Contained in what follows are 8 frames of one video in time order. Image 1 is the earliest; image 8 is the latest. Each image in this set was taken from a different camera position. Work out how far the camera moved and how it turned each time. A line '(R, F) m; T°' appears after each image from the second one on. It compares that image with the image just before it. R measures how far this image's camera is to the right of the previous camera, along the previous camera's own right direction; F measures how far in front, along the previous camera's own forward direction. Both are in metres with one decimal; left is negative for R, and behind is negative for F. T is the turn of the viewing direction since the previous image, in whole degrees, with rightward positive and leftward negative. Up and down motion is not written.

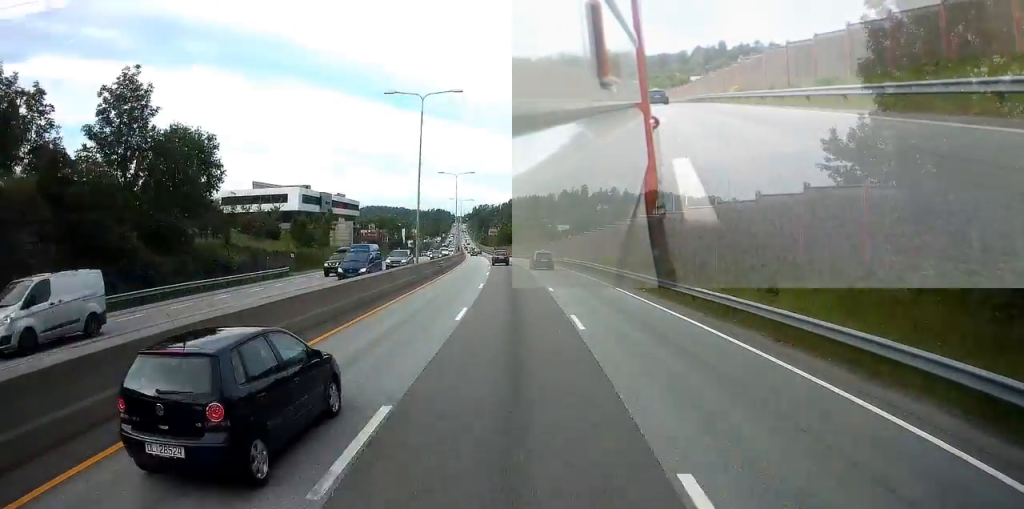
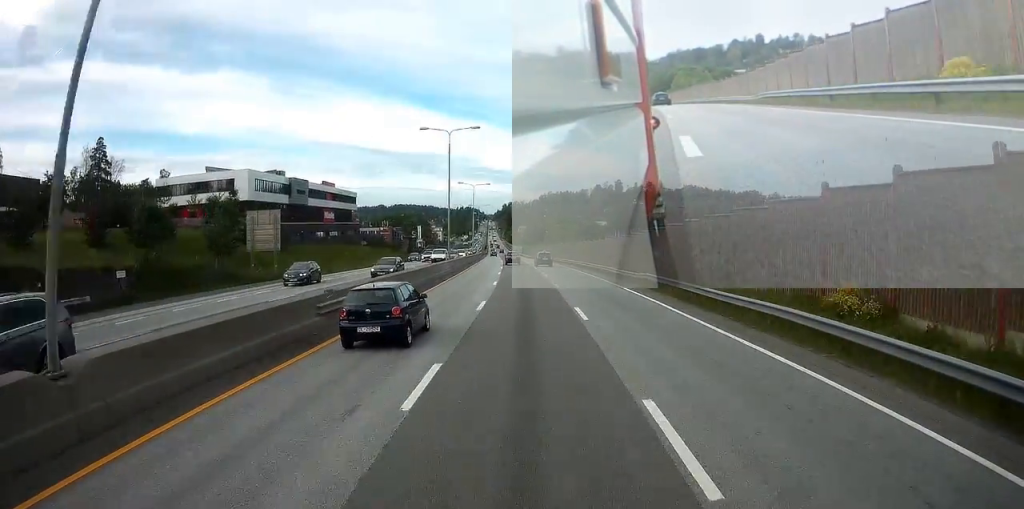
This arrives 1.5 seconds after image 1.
(-1.0, +33.2) m; -3°
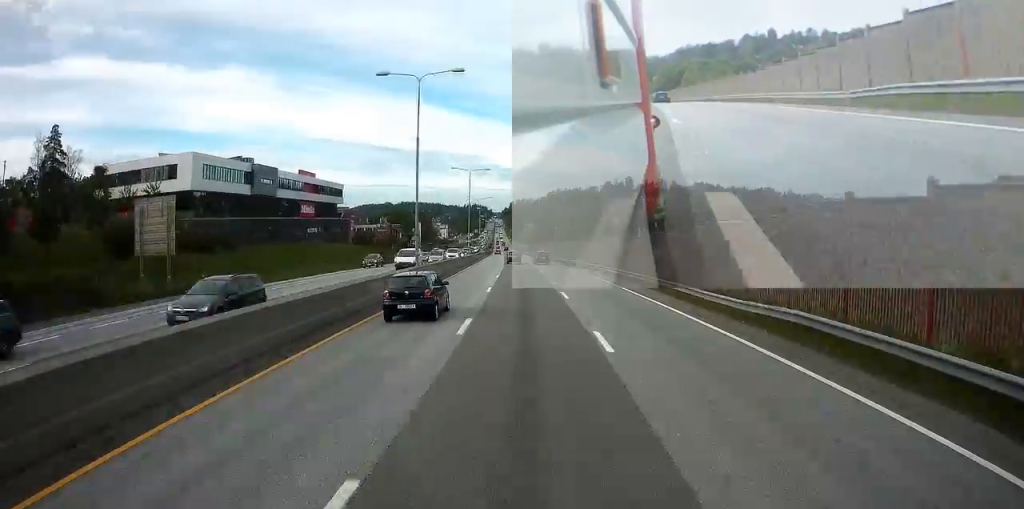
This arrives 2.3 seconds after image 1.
(-0.2, +17.3) m; -1°
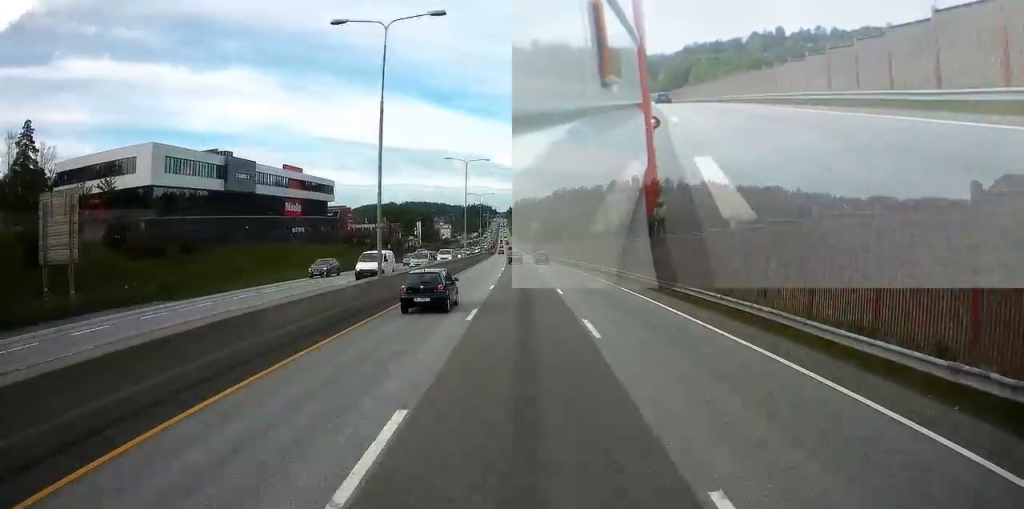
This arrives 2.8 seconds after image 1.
(-0.2, +9.4) m; 0°
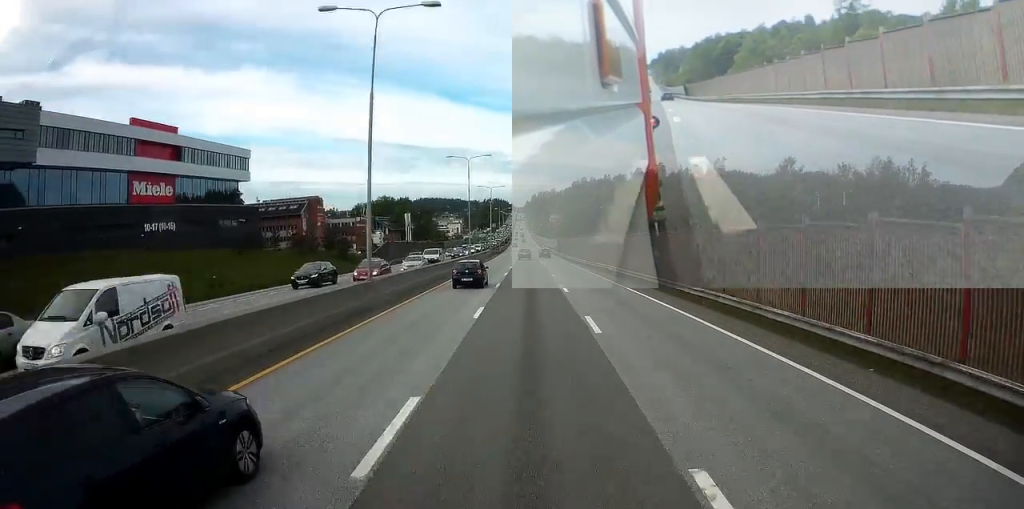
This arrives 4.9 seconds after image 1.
(-0.5, +46.7) m; -1°
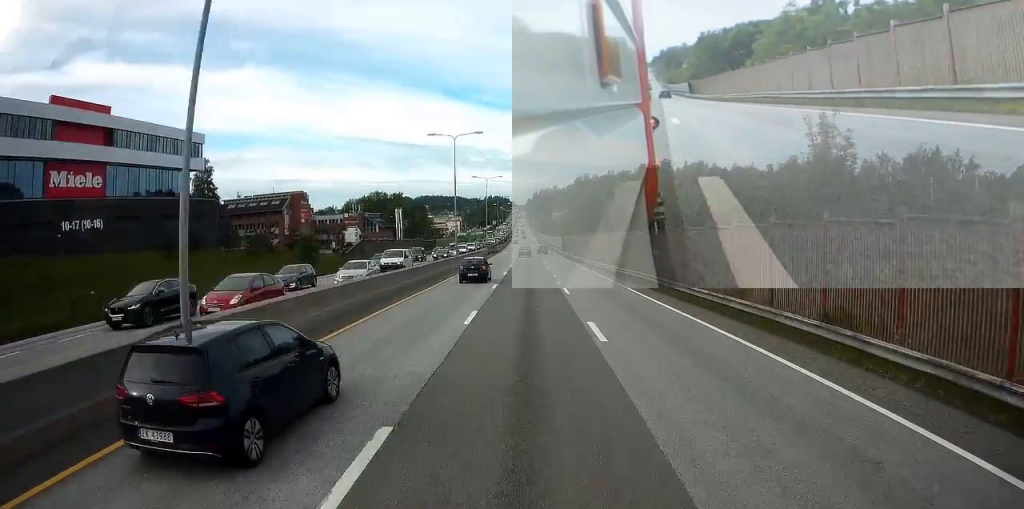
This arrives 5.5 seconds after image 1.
(0.0, +12.7) m; 0°
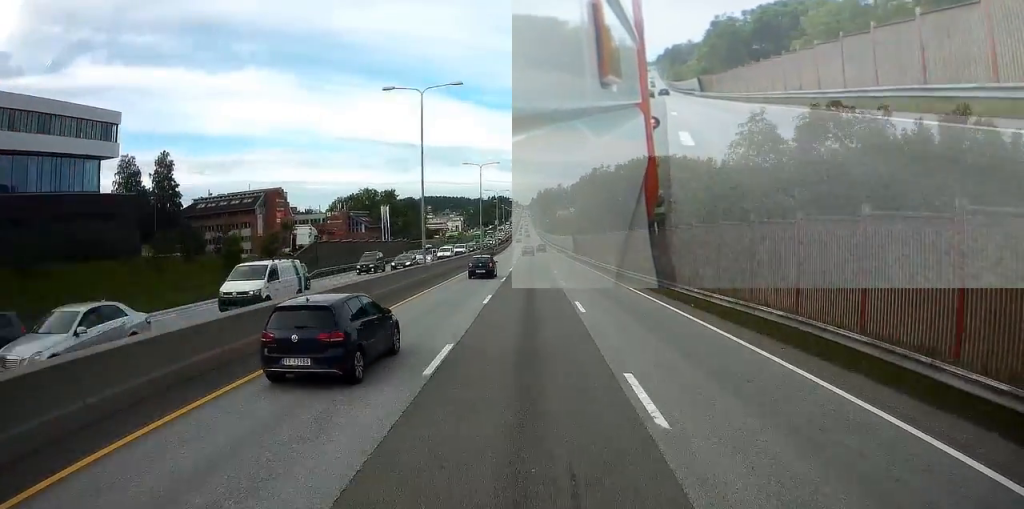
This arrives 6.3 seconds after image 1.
(-0.1, +18.3) m; 0°
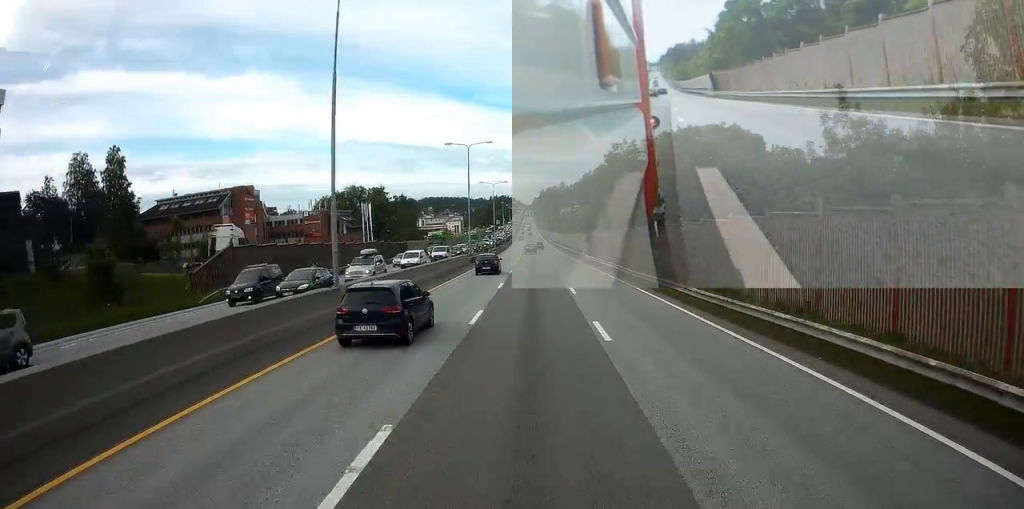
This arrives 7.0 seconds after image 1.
(0.0, +17.7) m; 0°
